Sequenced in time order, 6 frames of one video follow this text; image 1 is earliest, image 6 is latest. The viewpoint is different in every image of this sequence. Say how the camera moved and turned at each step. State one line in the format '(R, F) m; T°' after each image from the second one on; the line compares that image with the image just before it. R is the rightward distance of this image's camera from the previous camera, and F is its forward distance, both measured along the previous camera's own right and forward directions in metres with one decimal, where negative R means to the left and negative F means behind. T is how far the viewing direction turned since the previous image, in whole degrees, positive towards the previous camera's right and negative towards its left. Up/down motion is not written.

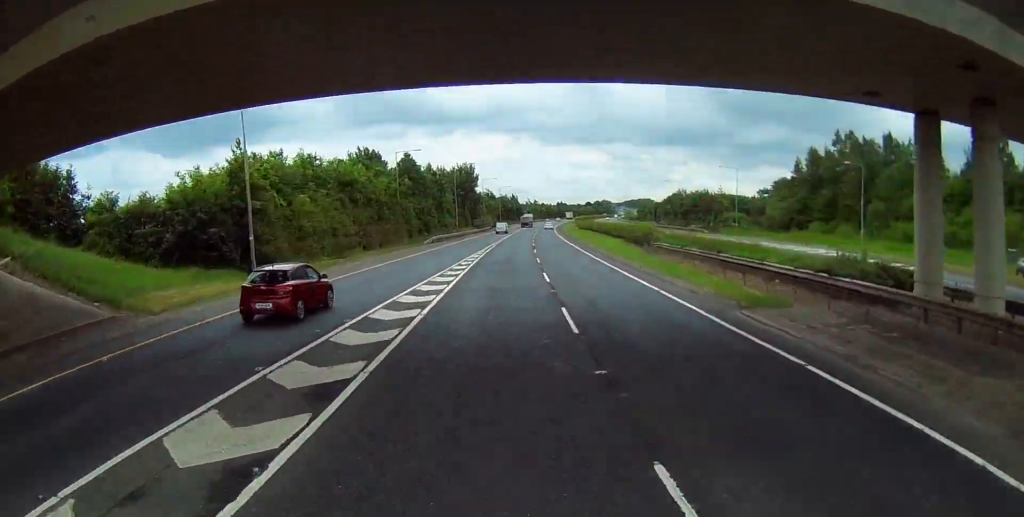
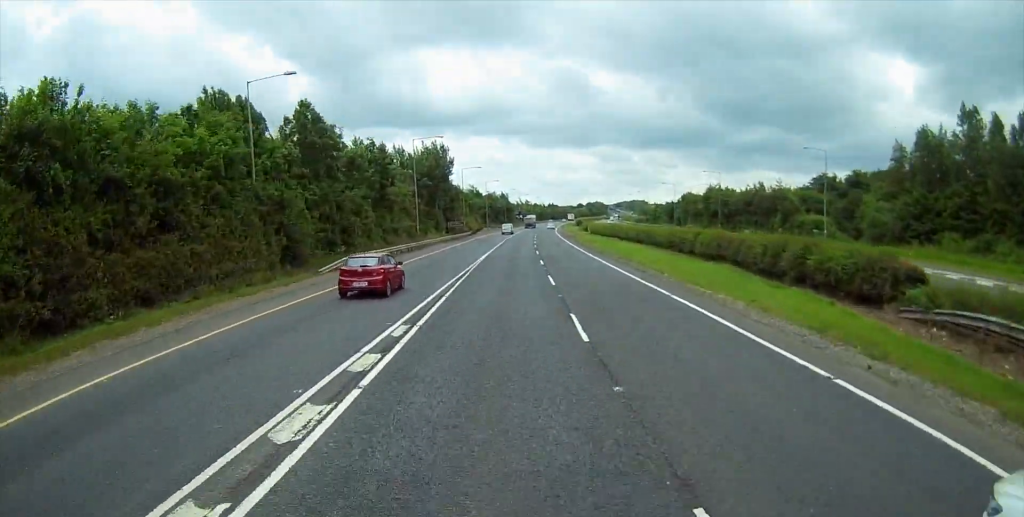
(+0.6, +37.3) m; +1°
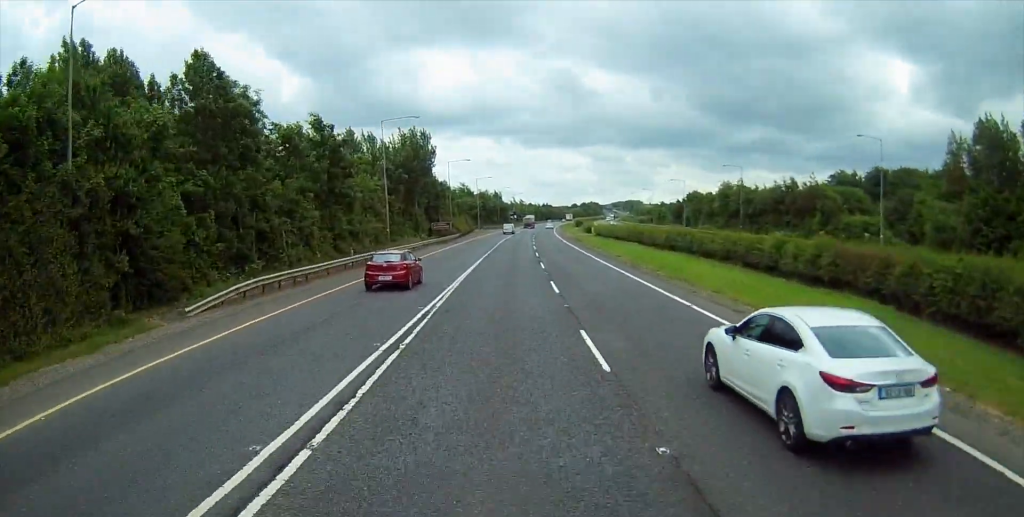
(0.0, +14.9) m; 0°
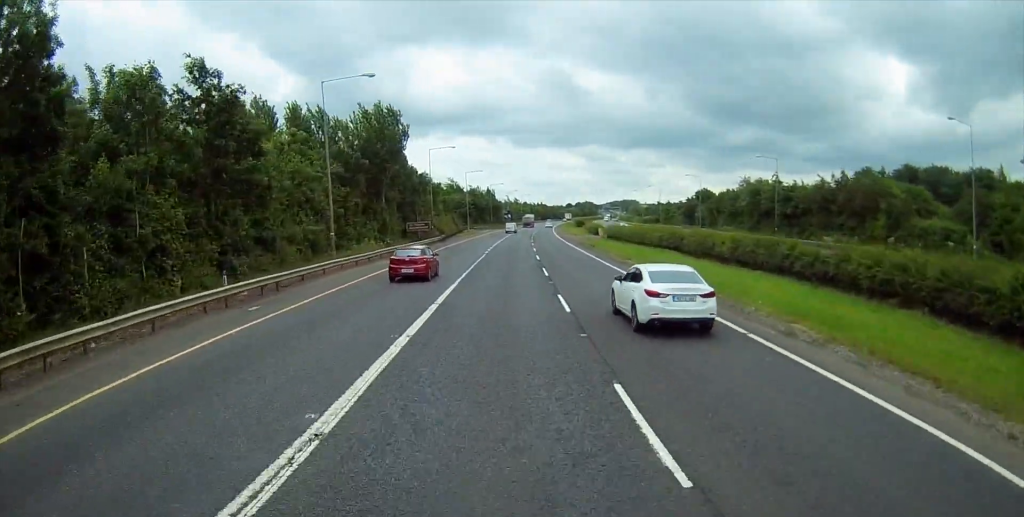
(-0.1, +17.5) m; 0°
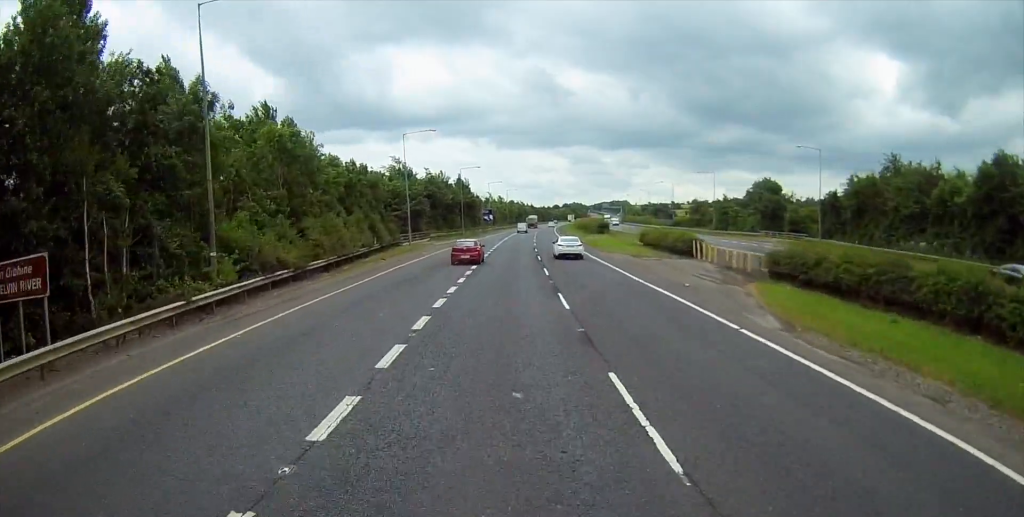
(+1.6, +60.1) m; +2°
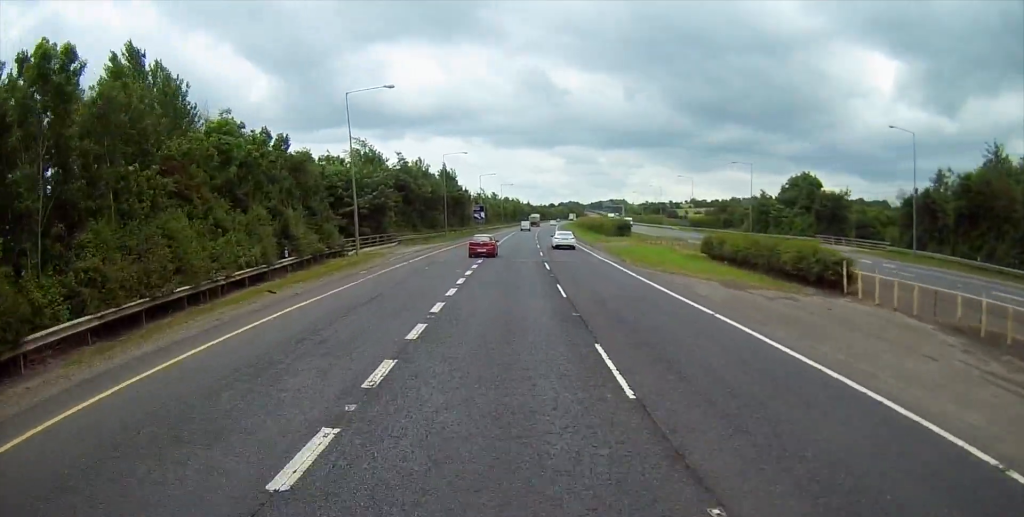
(-0.1, +21.6) m; 0°
